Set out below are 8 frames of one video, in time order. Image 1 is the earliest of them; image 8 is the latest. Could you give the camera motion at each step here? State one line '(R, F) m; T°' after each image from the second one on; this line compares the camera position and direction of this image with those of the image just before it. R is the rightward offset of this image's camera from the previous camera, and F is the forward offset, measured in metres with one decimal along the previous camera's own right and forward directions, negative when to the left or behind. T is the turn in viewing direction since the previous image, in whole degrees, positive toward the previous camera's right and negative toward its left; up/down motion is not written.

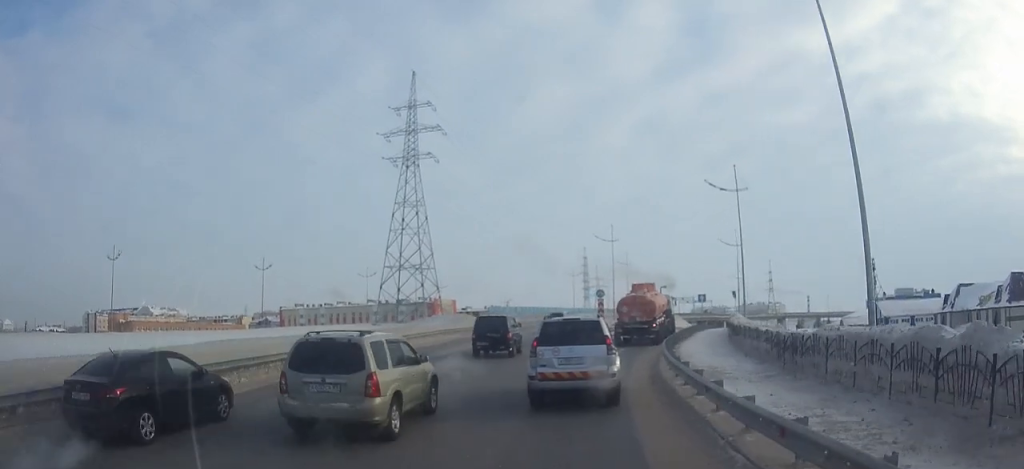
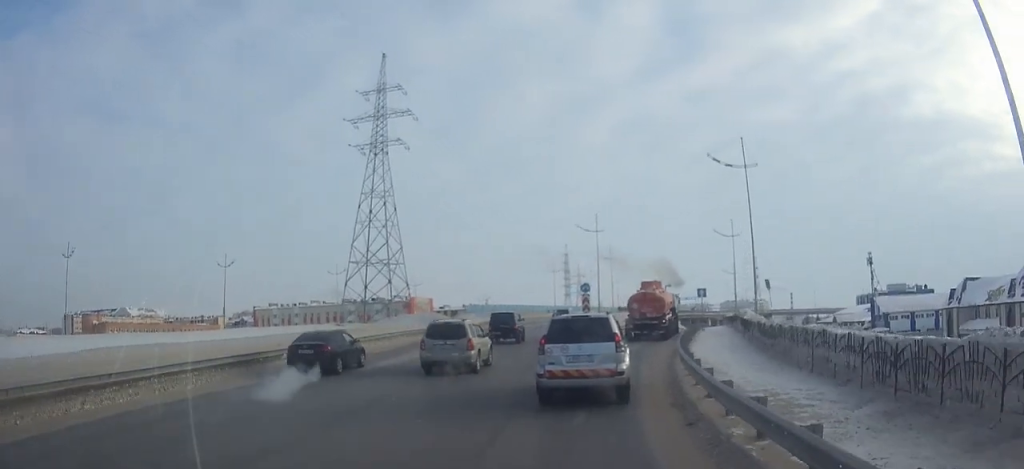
(+0.1, +6.5) m; +2°
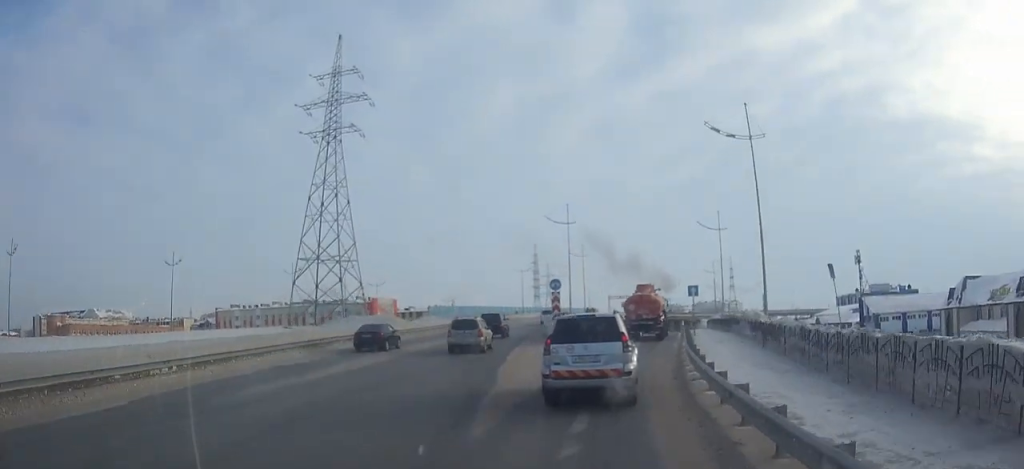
(+0.1, +6.8) m; +3°
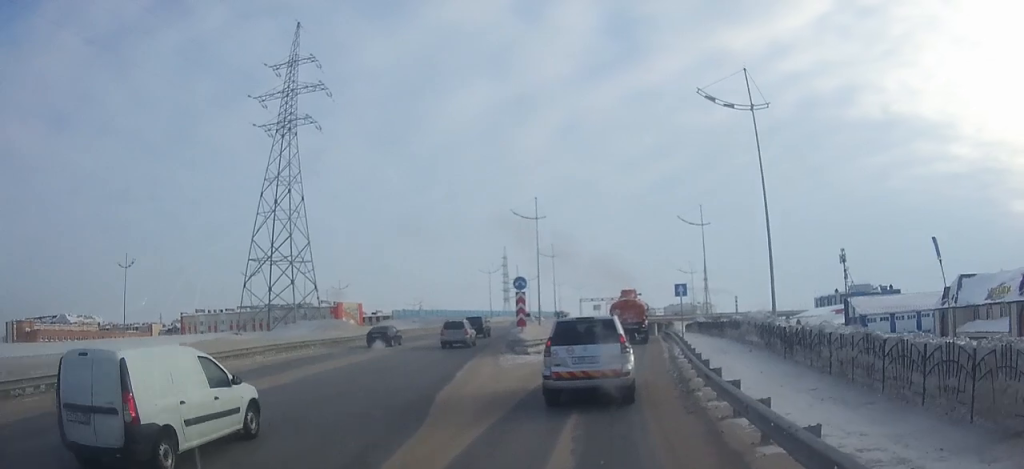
(+0.1, +5.5) m; +3°
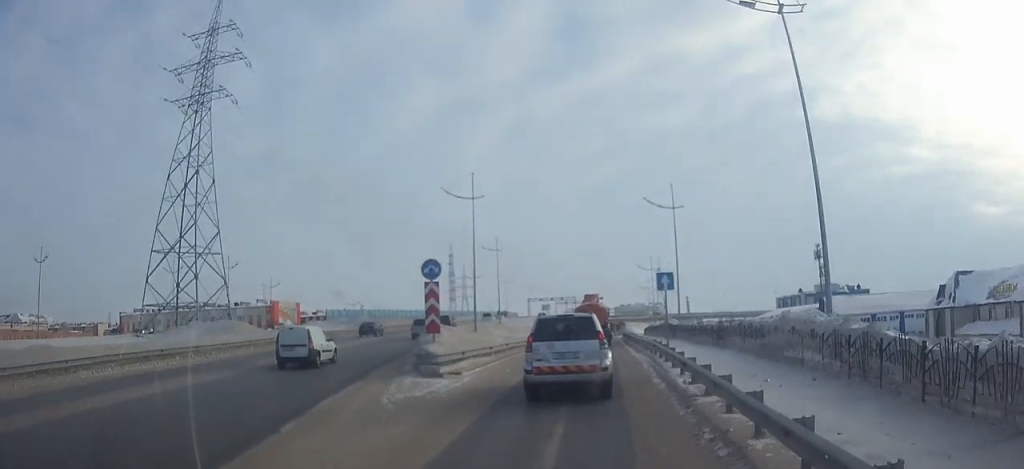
(+0.5, +9.9) m; +5°
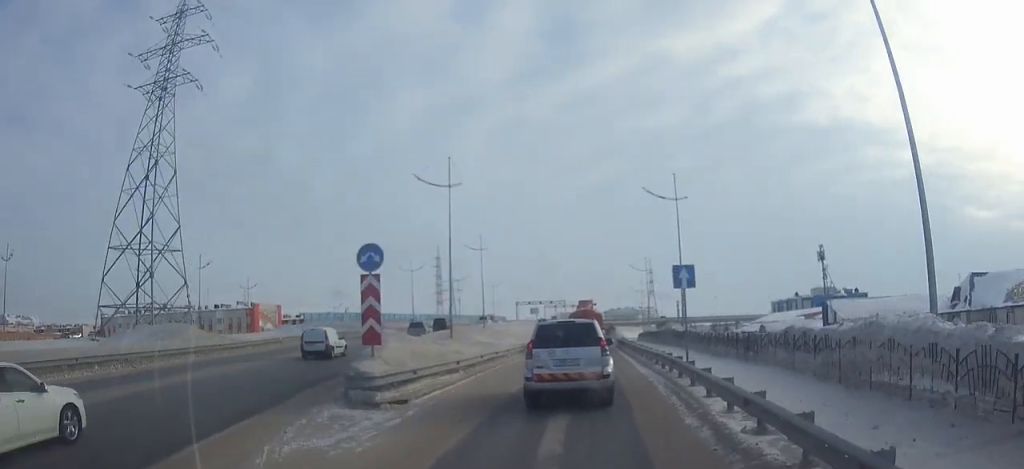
(+0.1, +5.5) m; +1°
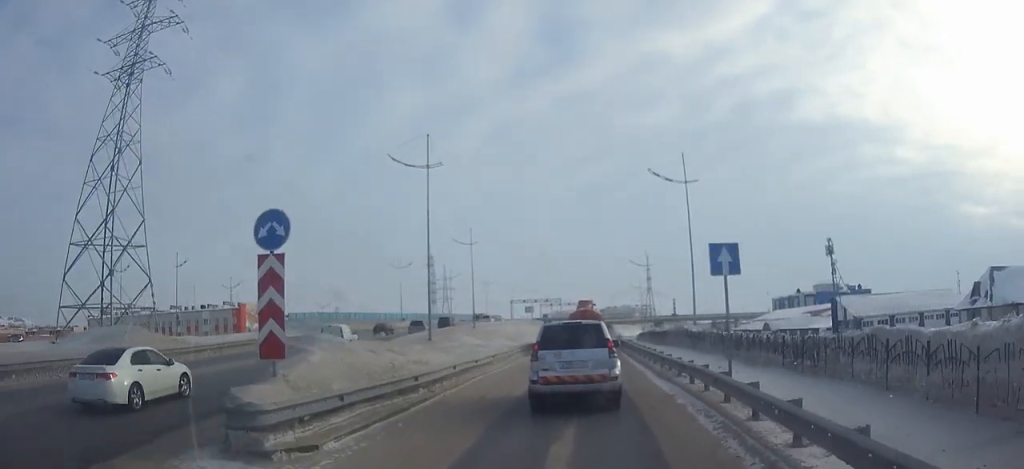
(0.0, +4.9) m; +1°
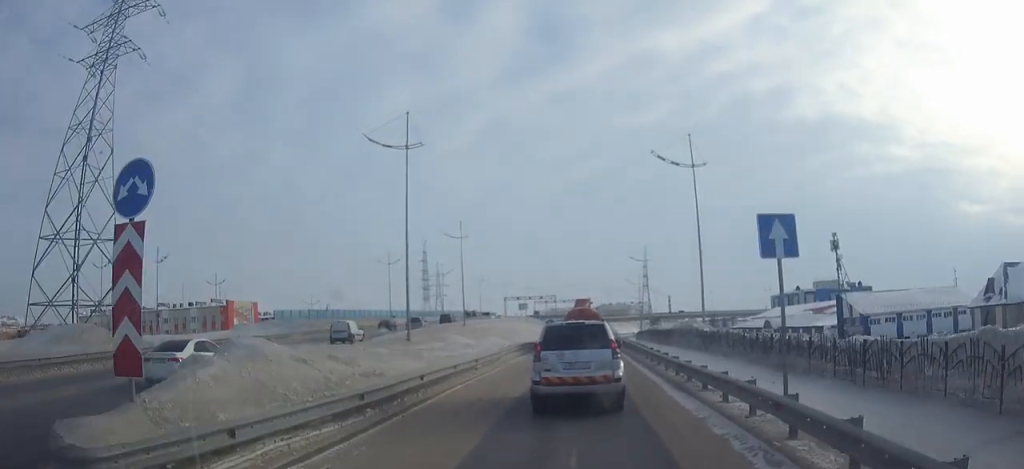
(0.0, +3.6) m; 0°
